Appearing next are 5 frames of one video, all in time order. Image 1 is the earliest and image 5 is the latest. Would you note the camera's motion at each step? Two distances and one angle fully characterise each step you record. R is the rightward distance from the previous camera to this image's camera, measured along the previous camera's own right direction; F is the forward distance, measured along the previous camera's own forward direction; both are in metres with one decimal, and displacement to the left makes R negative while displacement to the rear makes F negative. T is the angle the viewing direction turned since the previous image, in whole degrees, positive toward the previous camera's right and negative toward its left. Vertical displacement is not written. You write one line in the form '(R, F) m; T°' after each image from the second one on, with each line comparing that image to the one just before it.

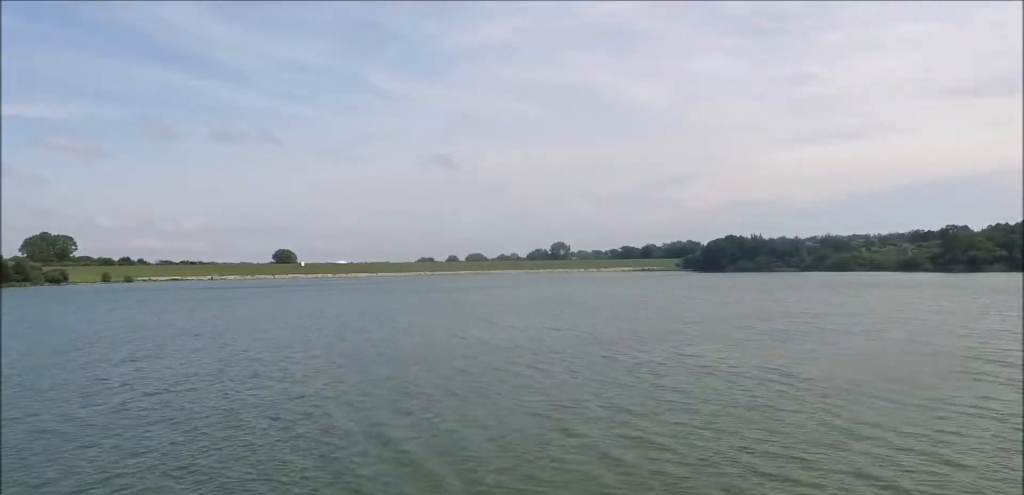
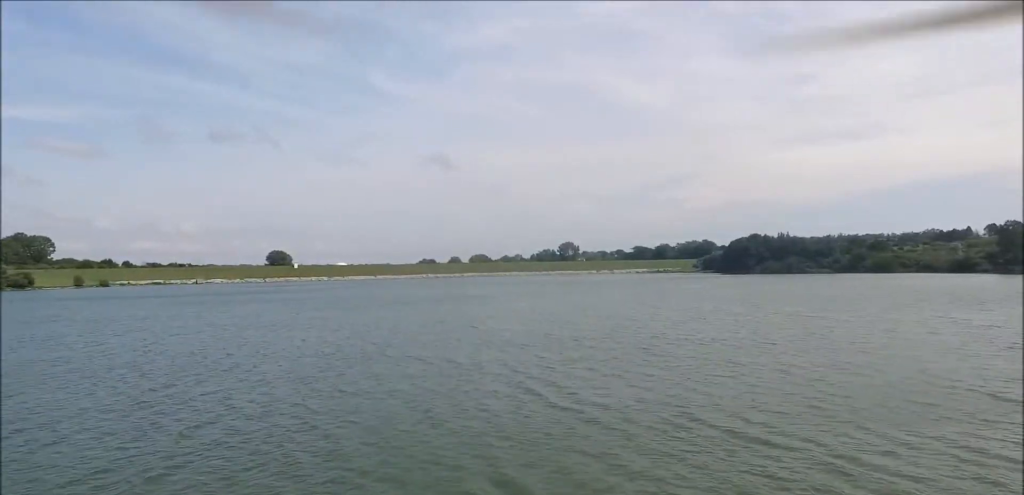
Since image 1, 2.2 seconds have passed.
(+0.6, +25.8) m; +2°
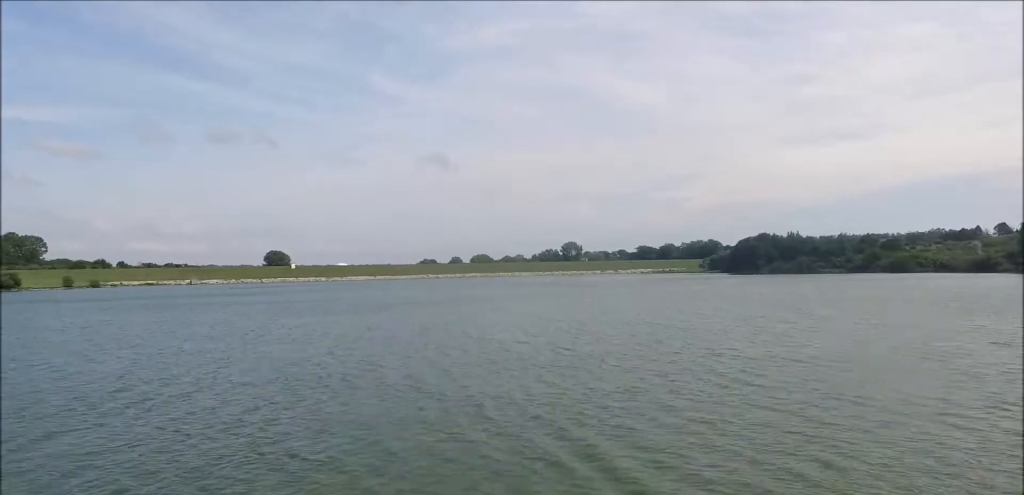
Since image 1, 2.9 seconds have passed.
(0.0, +8.6) m; 0°
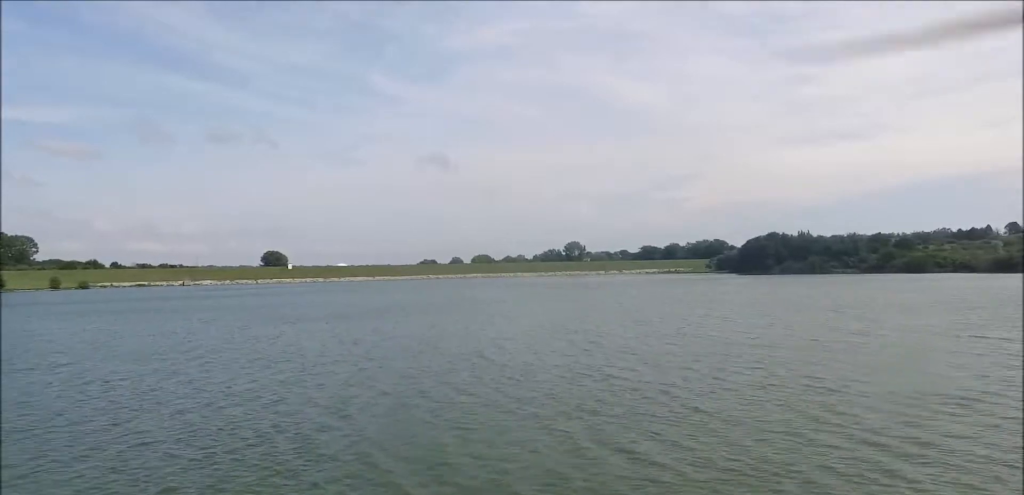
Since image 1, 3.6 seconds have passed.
(0.0, +9.3) m; 0°
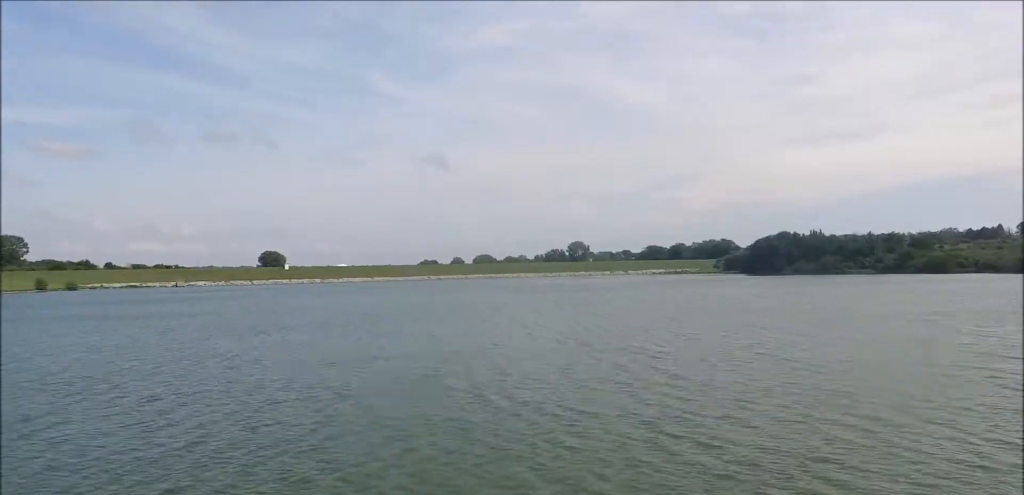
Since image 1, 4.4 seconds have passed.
(+0.1, +9.3) m; 0°
